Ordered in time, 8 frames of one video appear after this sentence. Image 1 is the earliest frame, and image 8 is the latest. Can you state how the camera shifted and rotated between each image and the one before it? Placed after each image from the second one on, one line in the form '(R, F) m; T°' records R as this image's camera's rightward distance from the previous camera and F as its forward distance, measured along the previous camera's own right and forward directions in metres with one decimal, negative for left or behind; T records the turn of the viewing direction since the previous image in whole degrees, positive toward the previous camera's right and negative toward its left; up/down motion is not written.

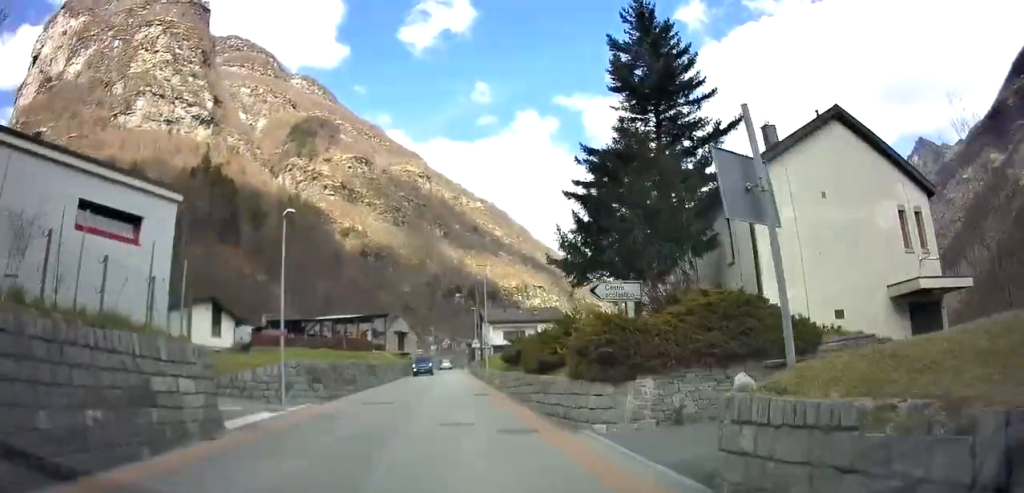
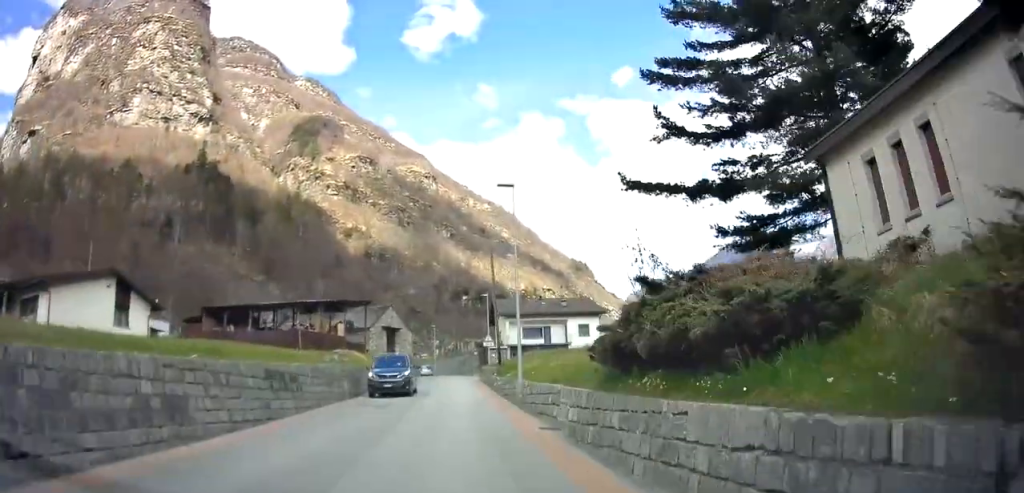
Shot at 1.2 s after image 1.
(-0.2, +18.8) m; -1°
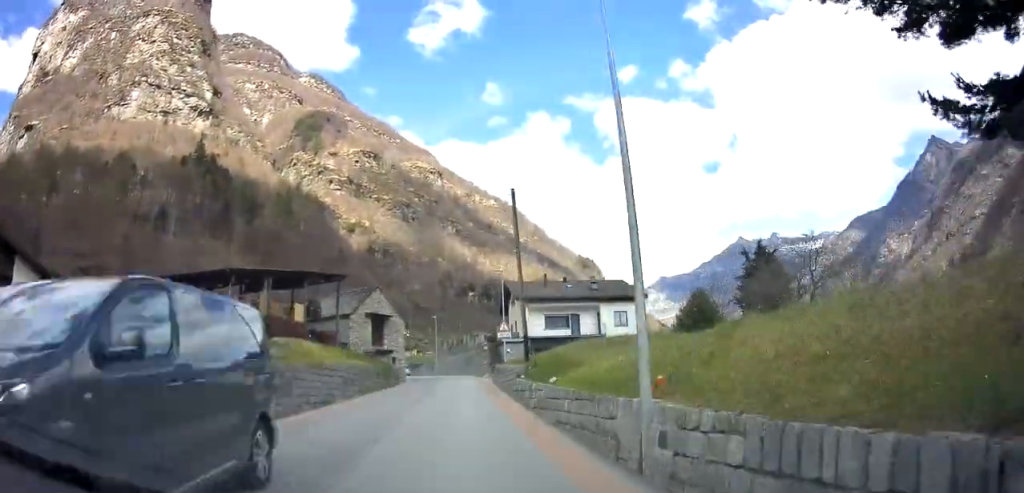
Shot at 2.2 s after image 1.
(0.0, +13.8) m; -1°
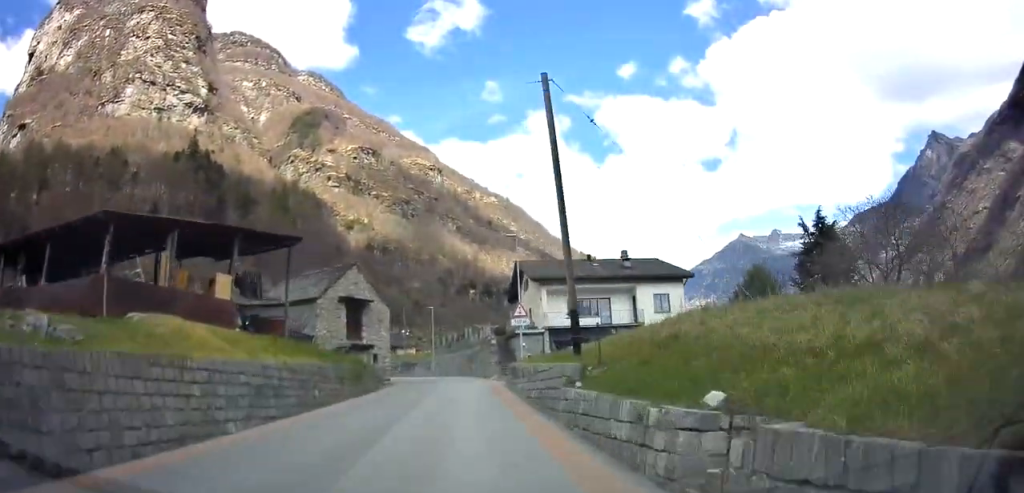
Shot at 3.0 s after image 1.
(-0.1, +11.4) m; 0°
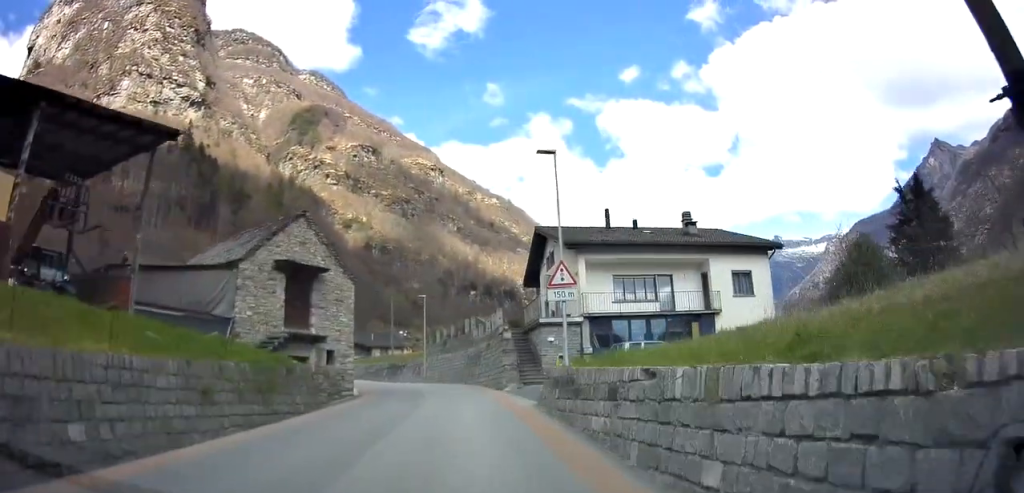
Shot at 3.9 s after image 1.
(0.0, +13.3) m; 0°
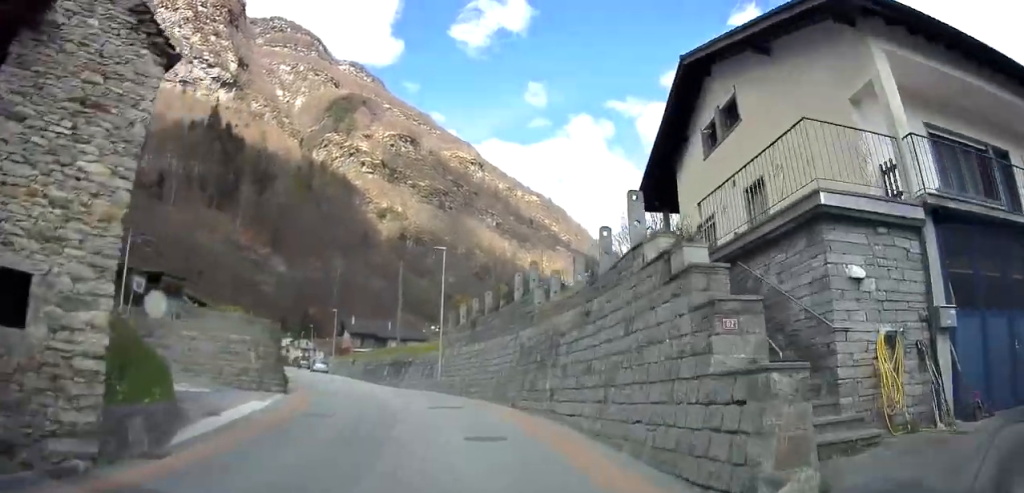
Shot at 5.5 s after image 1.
(-0.2, +20.5) m; -4°
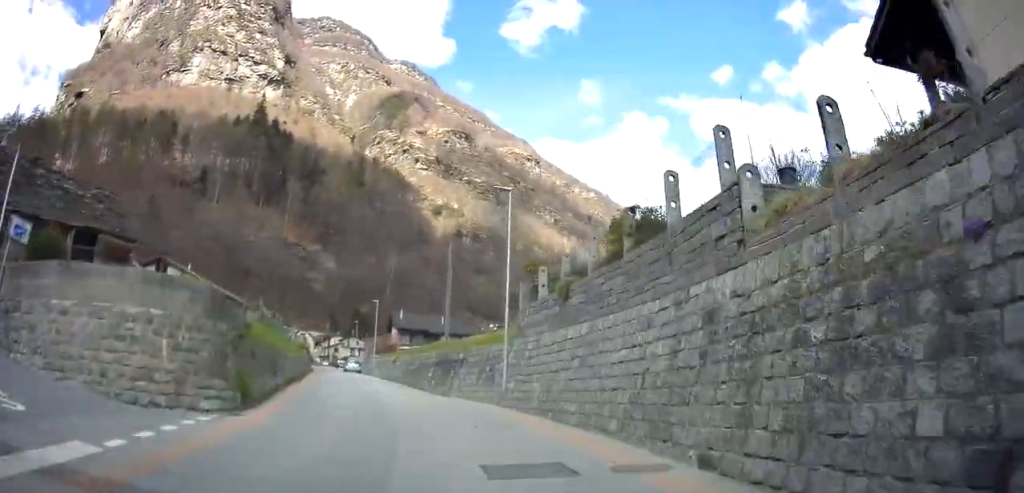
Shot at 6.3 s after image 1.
(-0.5, +10.6) m; -5°
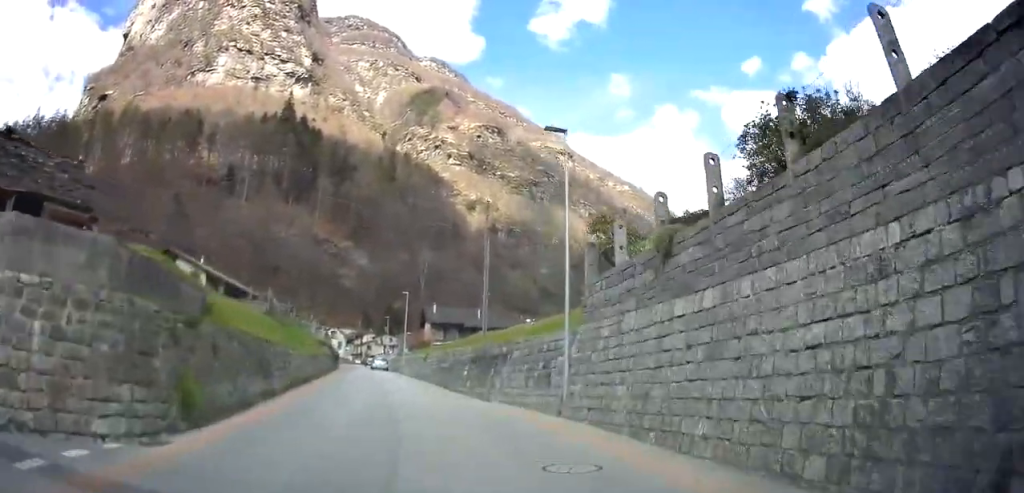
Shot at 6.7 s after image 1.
(-0.2, +5.0) m; -2°
